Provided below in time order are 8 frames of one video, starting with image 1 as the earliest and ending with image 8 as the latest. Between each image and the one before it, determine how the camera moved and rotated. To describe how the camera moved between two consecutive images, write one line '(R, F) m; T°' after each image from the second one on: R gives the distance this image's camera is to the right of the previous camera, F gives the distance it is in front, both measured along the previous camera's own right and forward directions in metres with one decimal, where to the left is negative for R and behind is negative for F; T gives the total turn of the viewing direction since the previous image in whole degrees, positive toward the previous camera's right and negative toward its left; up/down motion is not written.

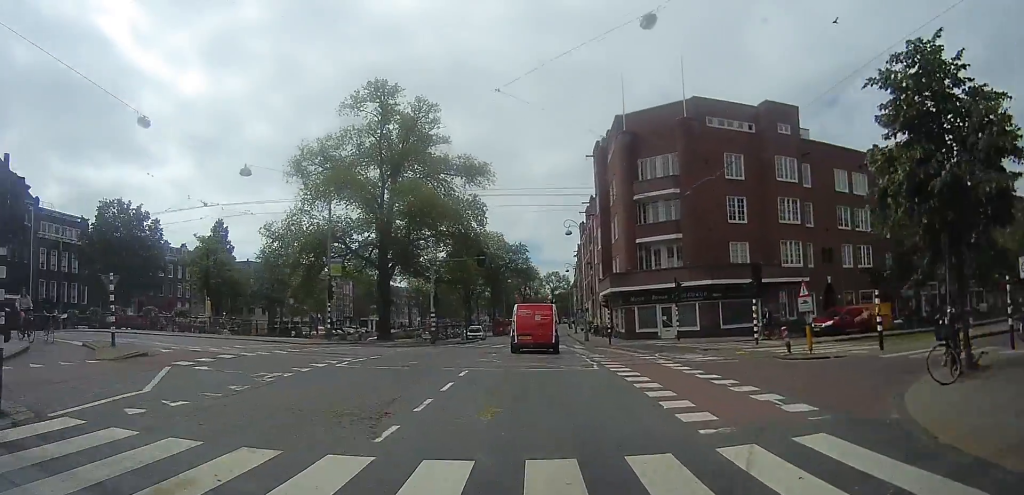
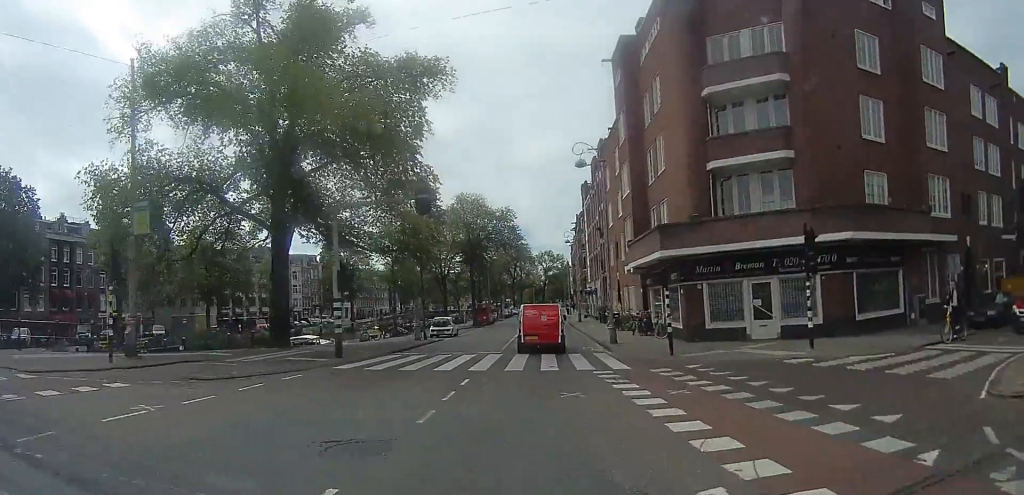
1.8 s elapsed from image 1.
(-0.2, +14.9) m; -3°
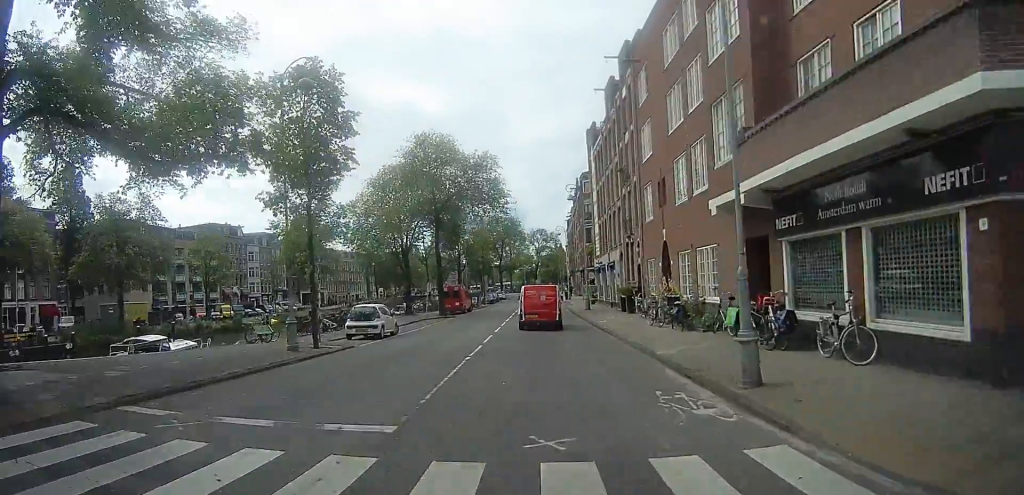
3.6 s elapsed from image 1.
(+0.4, +15.3) m; +4°
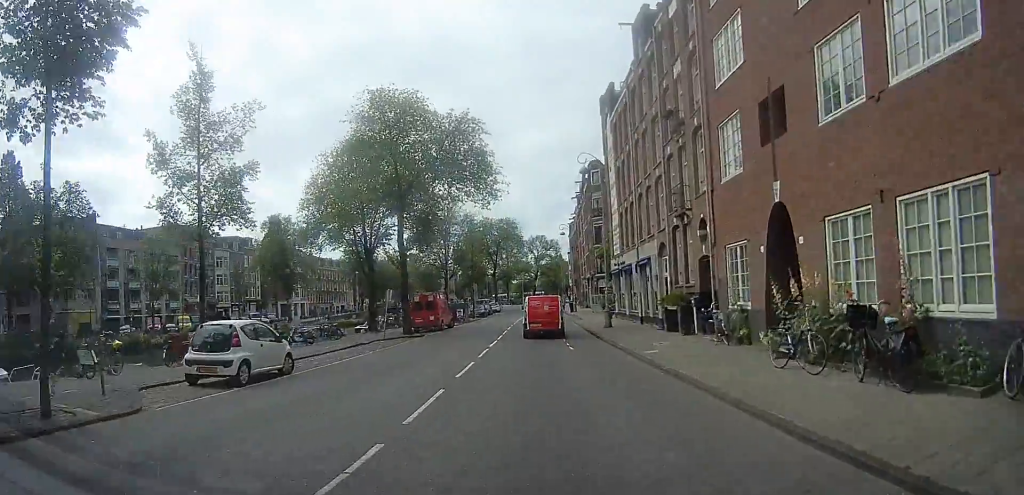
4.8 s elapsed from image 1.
(+0.2, +10.5) m; +1°
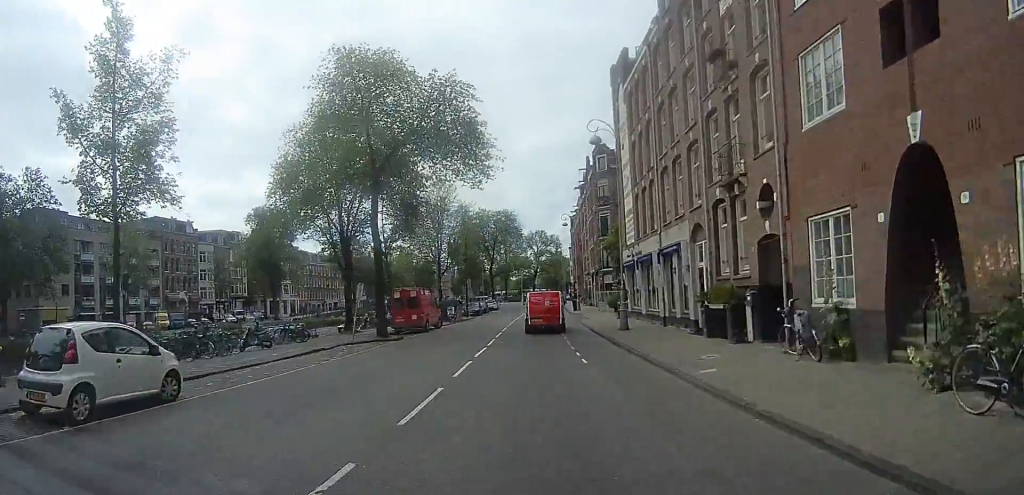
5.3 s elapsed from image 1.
(0.0, +4.8) m; 0°
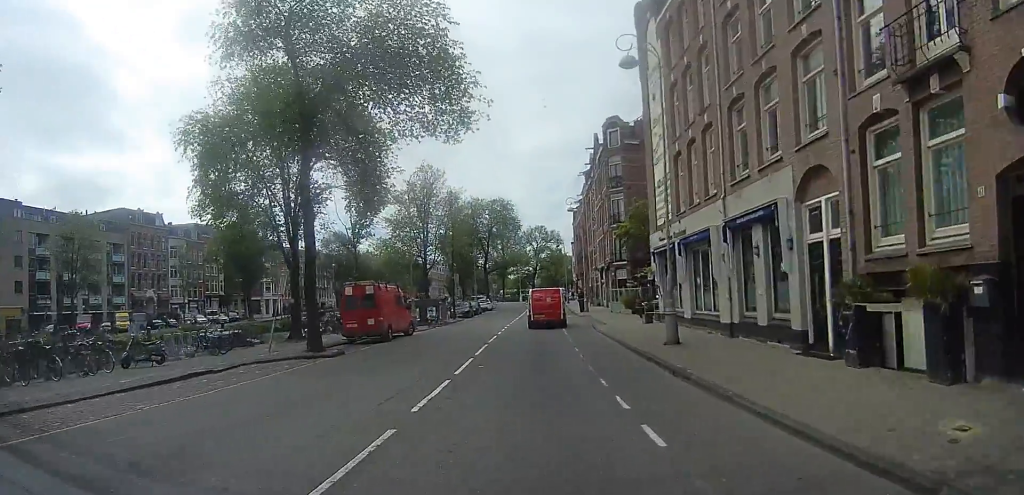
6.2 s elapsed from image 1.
(0.0, +7.9) m; 0°
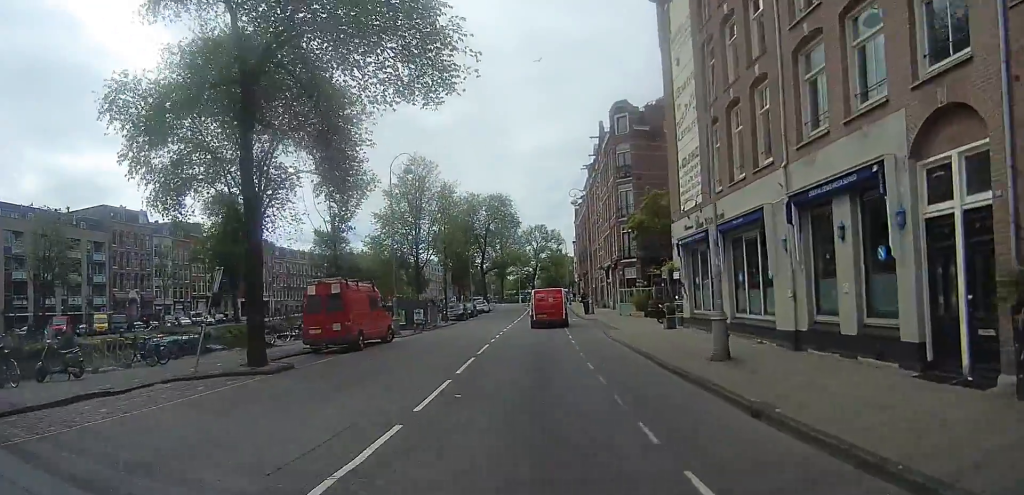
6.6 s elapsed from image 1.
(0.0, +4.0) m; 0°
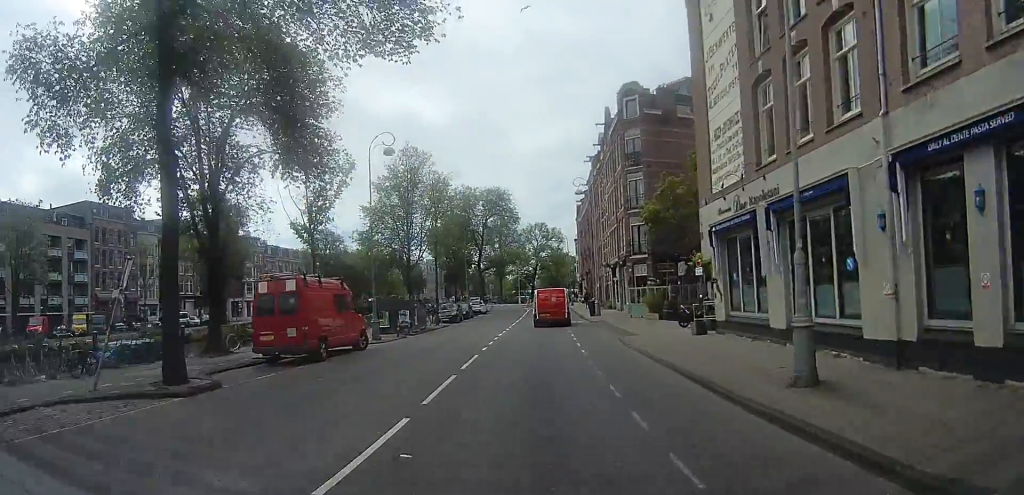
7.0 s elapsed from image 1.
(0.0, +3.7) m; 0°
